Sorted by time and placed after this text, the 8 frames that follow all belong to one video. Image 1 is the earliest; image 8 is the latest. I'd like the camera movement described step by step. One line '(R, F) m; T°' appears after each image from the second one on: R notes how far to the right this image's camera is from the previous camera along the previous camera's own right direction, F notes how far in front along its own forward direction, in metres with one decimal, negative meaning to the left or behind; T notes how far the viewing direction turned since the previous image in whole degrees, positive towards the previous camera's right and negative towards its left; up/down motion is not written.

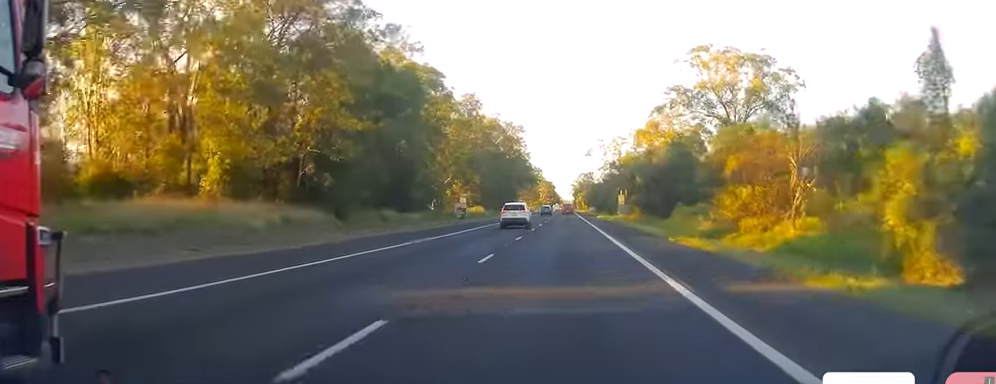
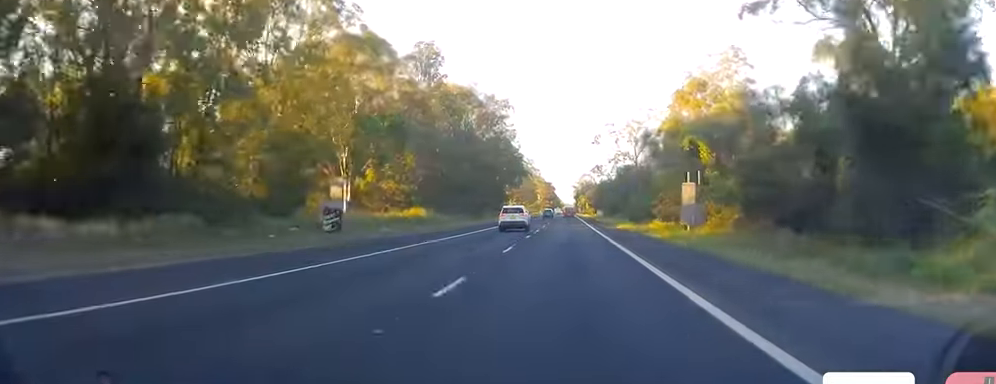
(0.0, +41.9) m; 0°
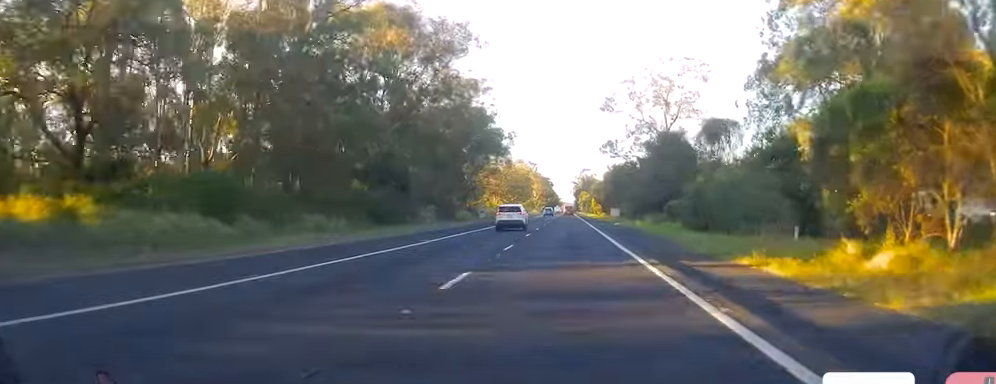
(-0.3, +46.7) m; 0°
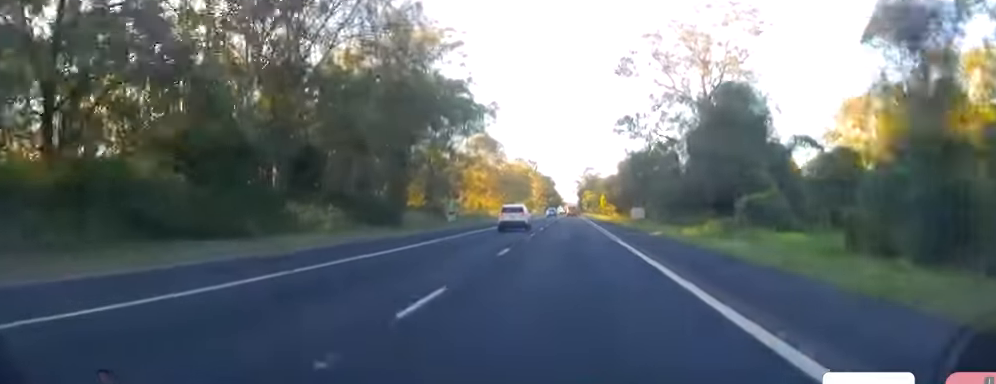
(0.0, +27.2) m; 0°
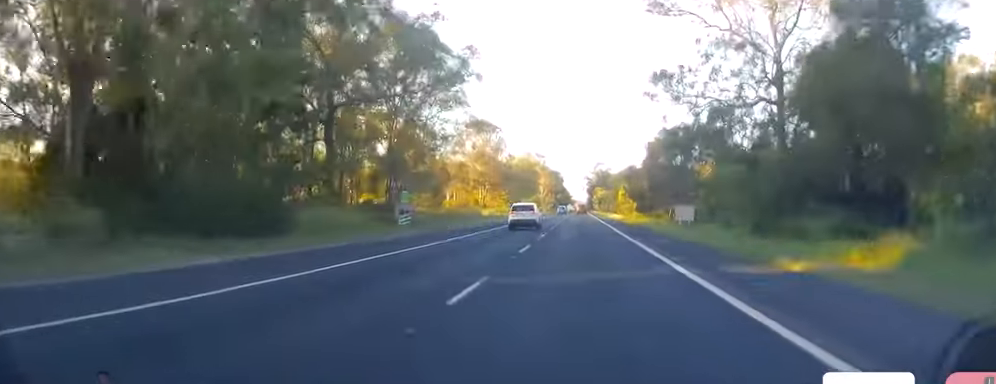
(+0.1, +22.4) m; 0°
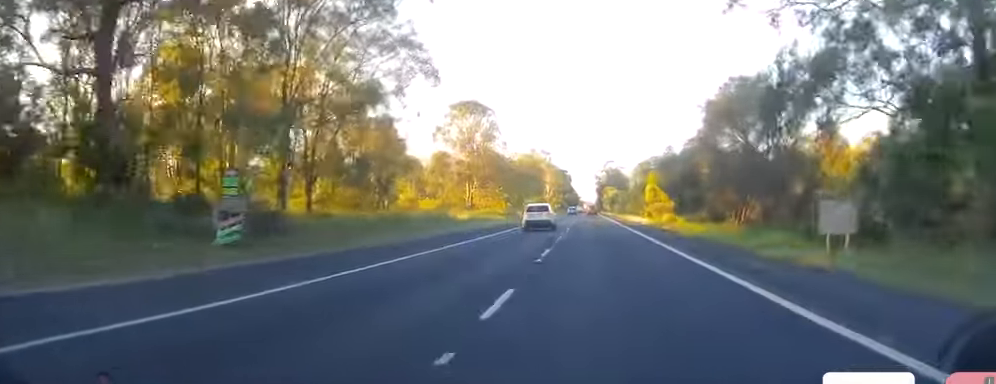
(0.0, +25.4) m; 0°
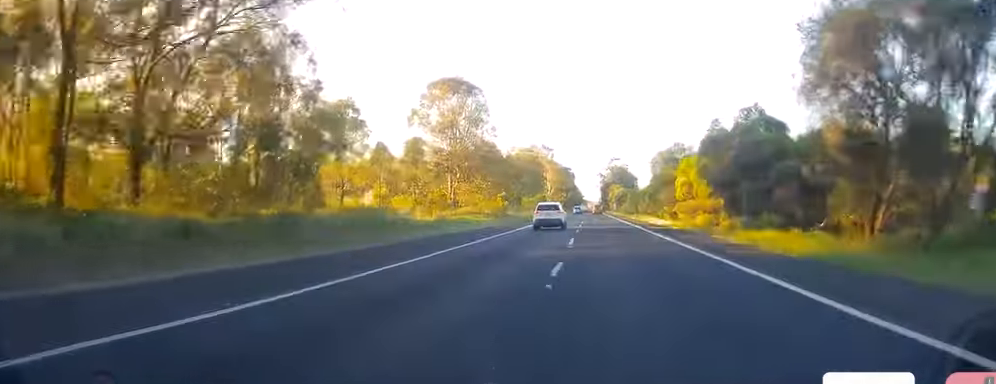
(0.0, +18.5) m; -1°
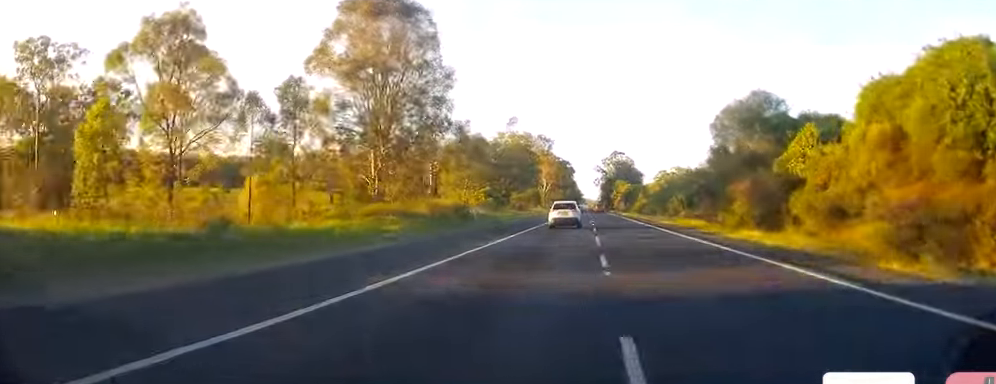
(-0.5, +33.9) m; -1°
